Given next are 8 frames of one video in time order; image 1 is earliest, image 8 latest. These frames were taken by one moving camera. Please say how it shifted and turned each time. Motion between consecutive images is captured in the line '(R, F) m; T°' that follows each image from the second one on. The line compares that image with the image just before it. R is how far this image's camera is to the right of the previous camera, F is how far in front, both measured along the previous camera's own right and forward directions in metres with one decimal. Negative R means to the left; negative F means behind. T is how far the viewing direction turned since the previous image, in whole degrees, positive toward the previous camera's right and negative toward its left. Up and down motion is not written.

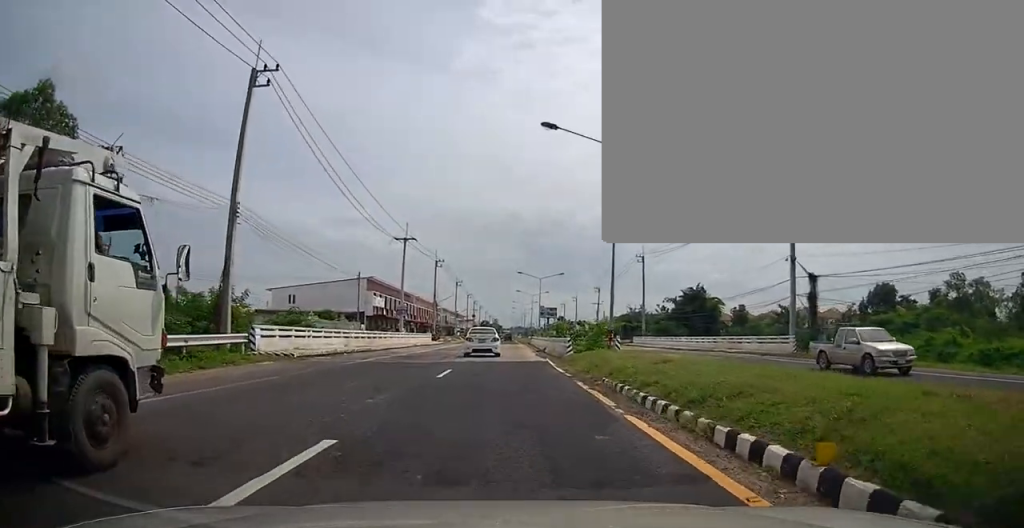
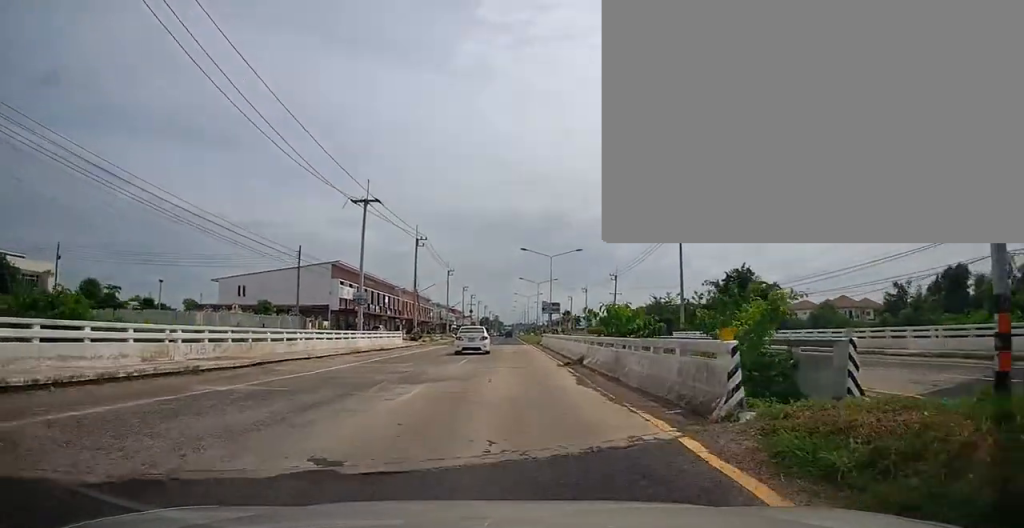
(+0.5, +19.0) m; -1°
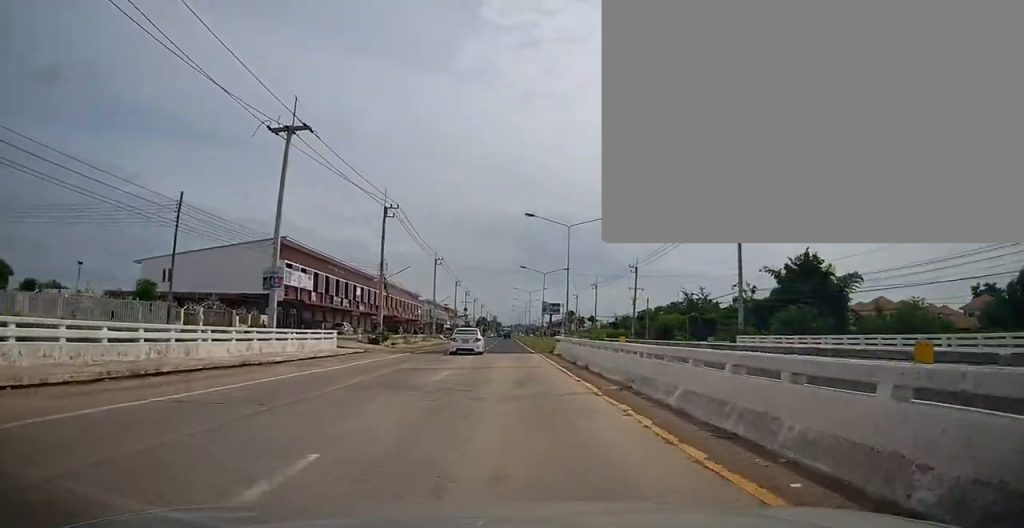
(-0.7, +17.9) m; -3°
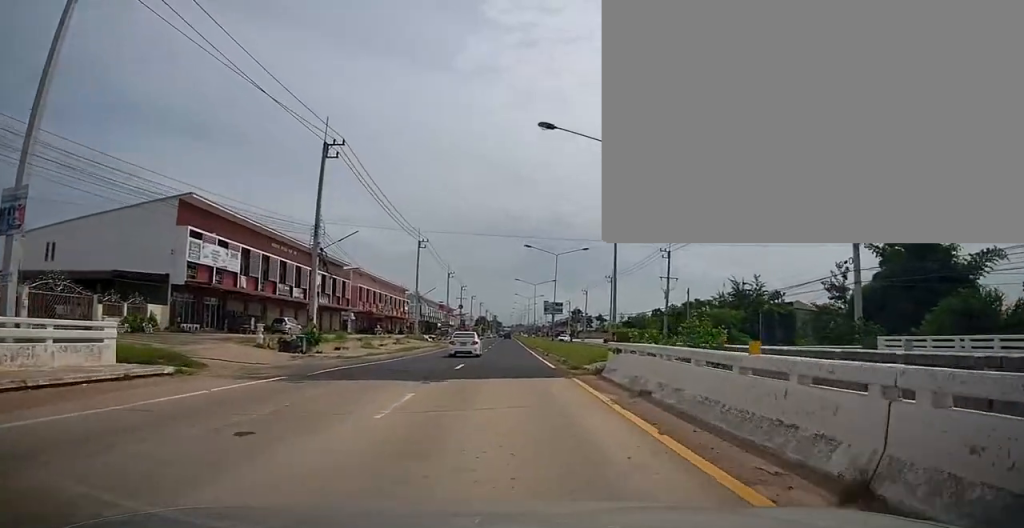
(-0.1, +18.0) m; 0°
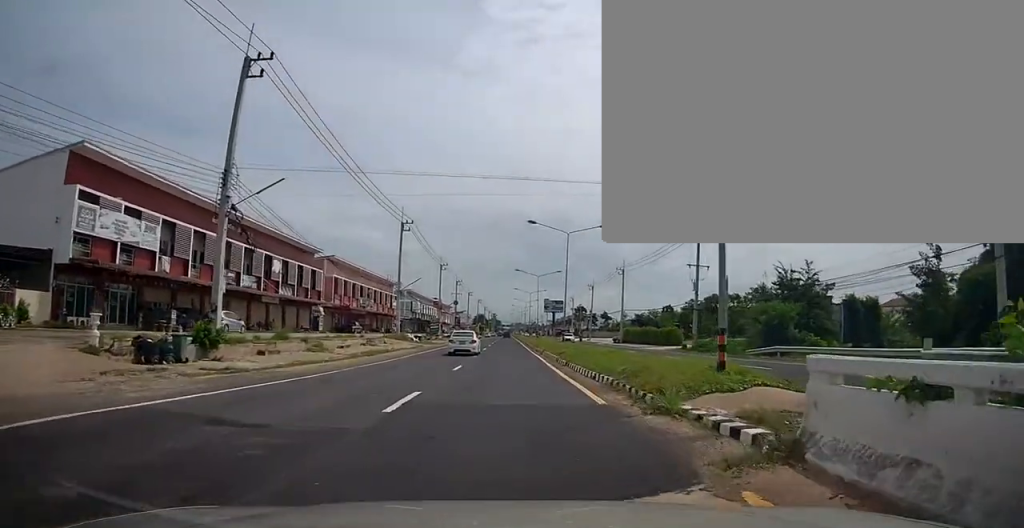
(0.0, +11.6) m; +1°
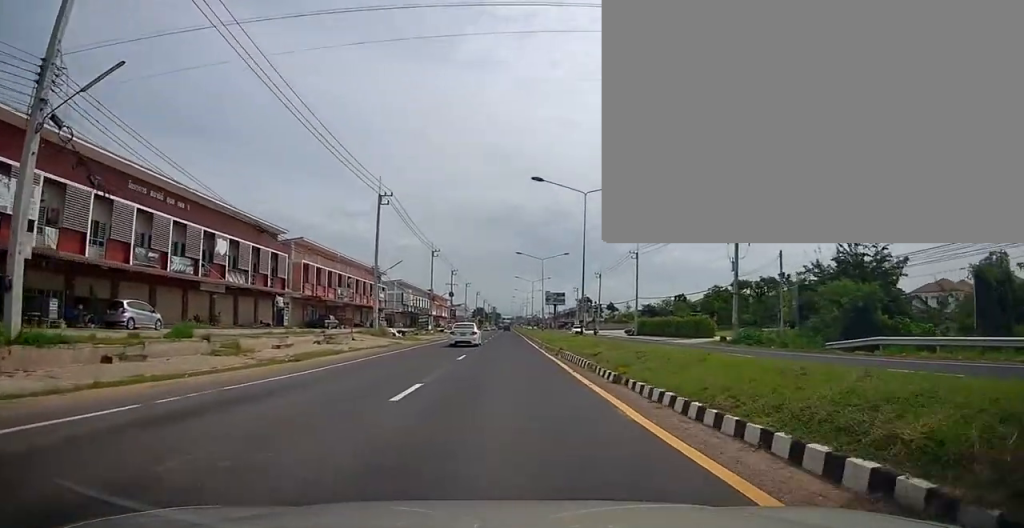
(+0.1, +10.8) m; +1°
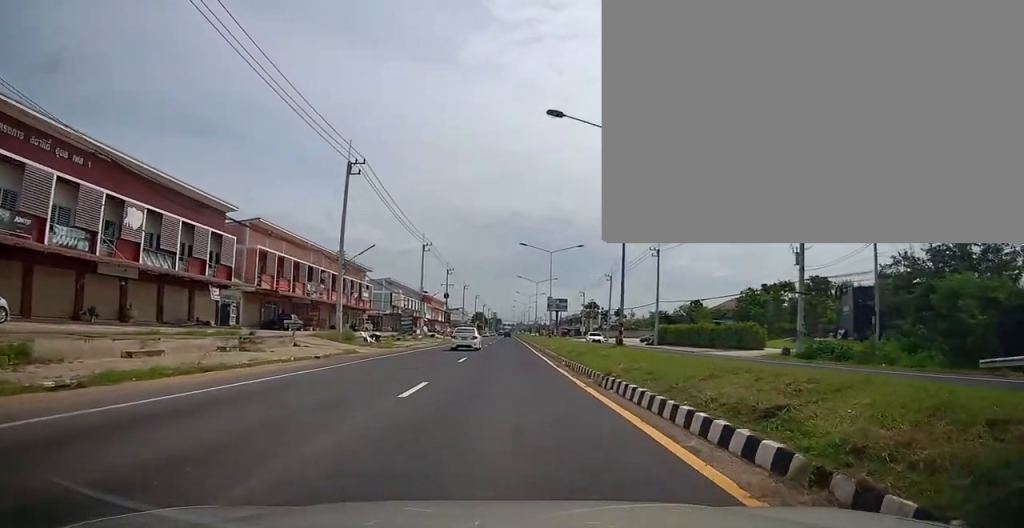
(+0.4, +11.4) m; -1°
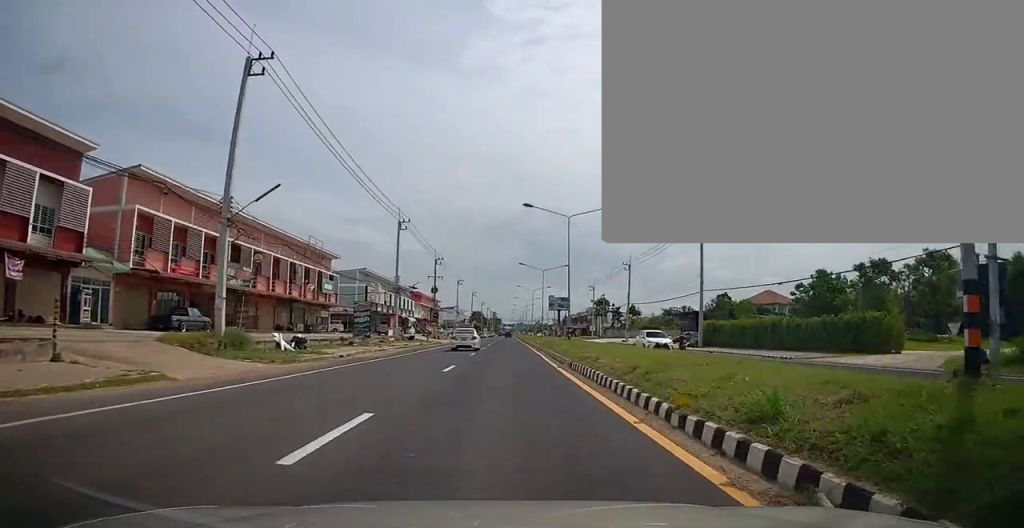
(-0.8, +17.2) m; -2°
